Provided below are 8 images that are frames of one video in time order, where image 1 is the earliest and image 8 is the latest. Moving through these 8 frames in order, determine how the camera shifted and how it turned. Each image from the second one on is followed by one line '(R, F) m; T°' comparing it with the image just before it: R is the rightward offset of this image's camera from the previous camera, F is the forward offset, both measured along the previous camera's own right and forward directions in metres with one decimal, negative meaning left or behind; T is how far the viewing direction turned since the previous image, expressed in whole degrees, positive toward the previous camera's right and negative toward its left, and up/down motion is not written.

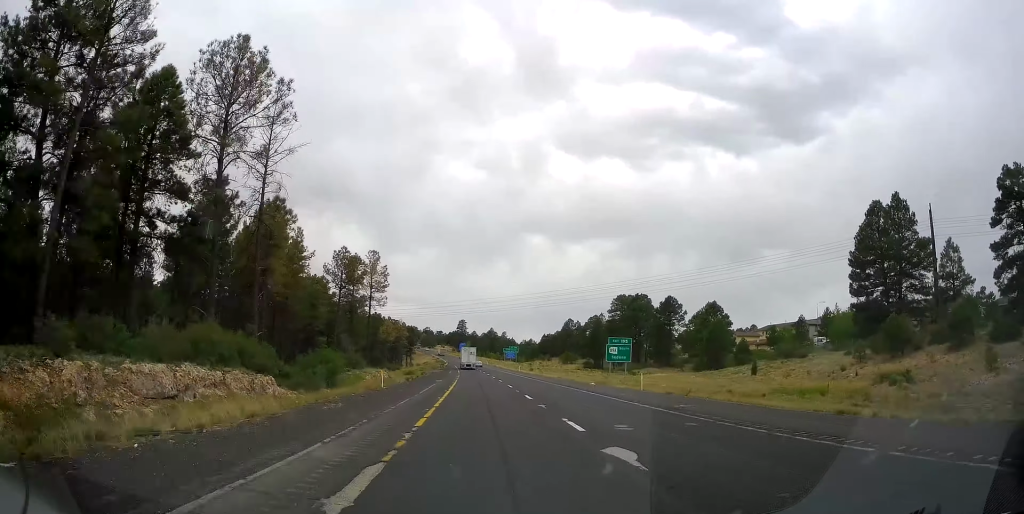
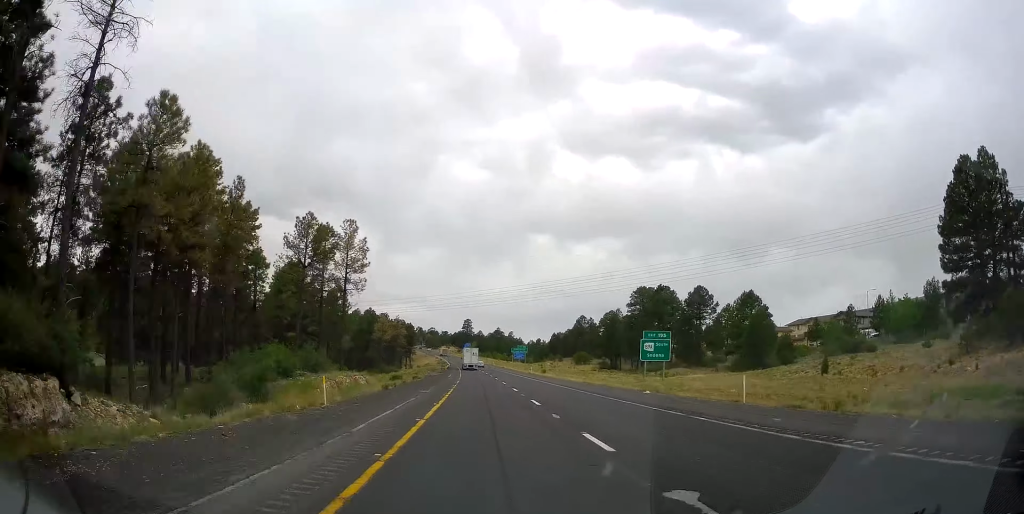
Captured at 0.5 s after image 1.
(0.0, +15.2) m; 0°
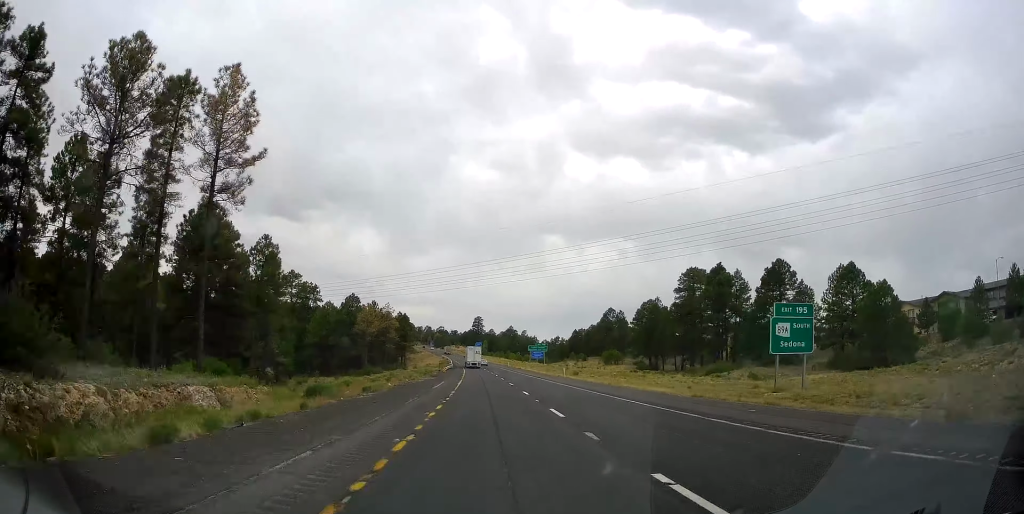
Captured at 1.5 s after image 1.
(+0.2, +29.3) m; -1°
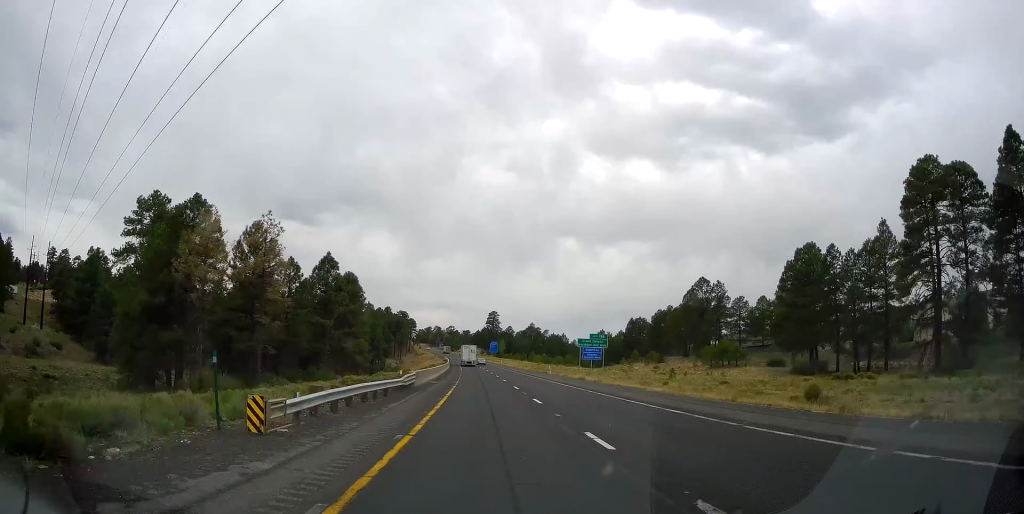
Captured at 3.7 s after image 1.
(-2.5, +66.8) m; -2°
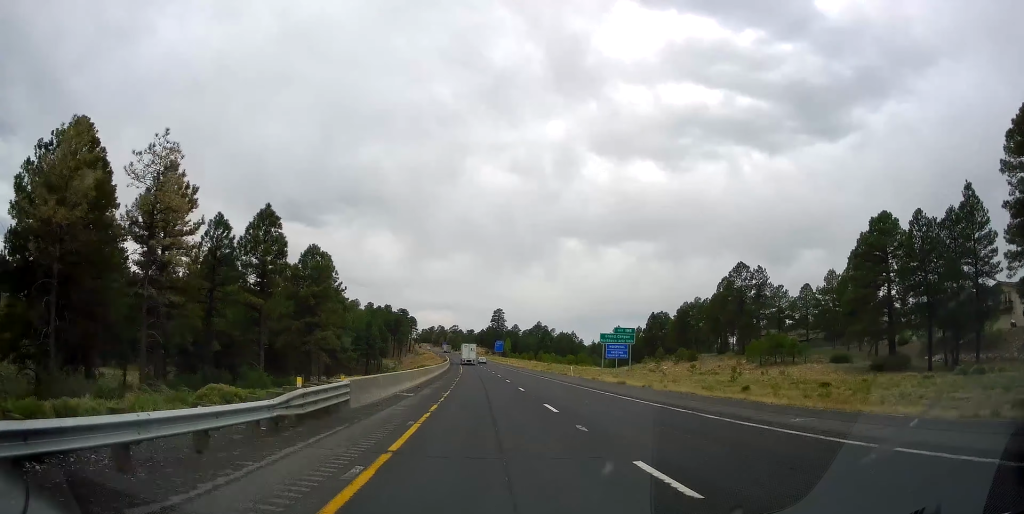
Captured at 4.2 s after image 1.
(+0.5, +16.3) m; 0°
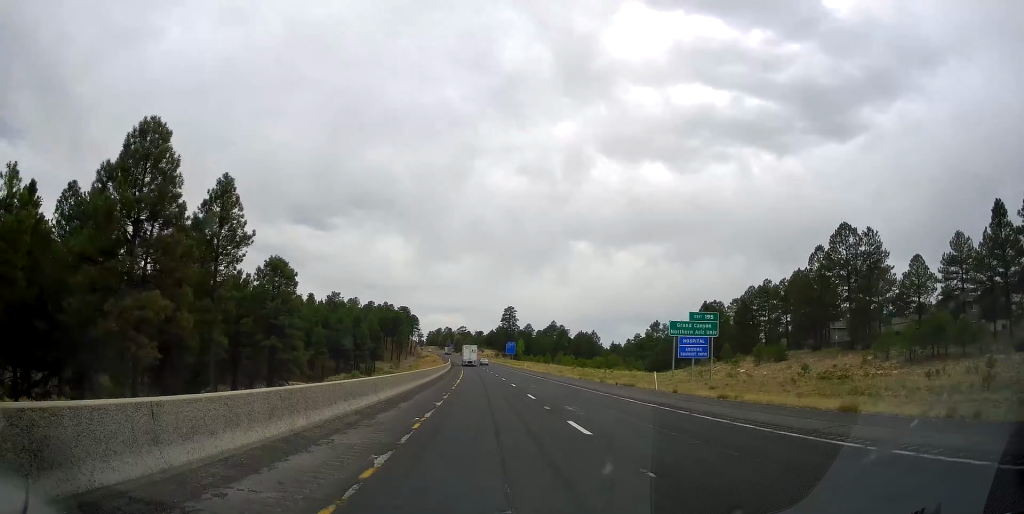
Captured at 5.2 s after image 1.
(-1.0, +29.9) m; -2°
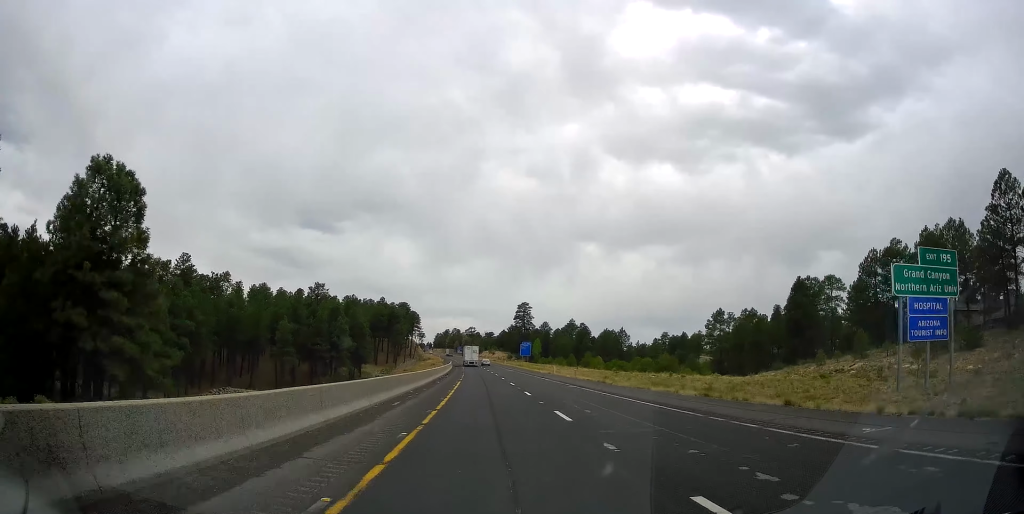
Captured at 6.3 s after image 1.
(-0.1, +34.3) m; 0°
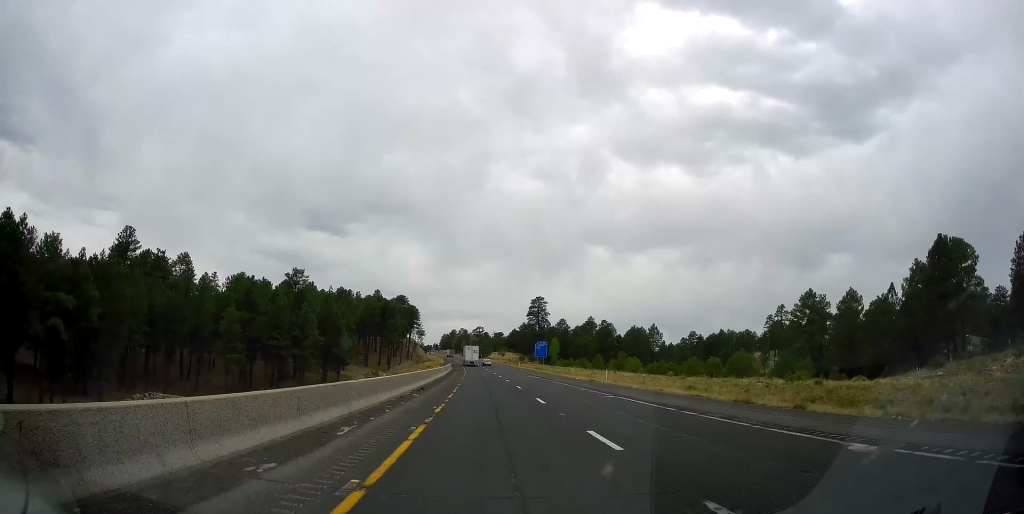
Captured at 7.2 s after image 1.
(0.0, +30.0) m; -1°
